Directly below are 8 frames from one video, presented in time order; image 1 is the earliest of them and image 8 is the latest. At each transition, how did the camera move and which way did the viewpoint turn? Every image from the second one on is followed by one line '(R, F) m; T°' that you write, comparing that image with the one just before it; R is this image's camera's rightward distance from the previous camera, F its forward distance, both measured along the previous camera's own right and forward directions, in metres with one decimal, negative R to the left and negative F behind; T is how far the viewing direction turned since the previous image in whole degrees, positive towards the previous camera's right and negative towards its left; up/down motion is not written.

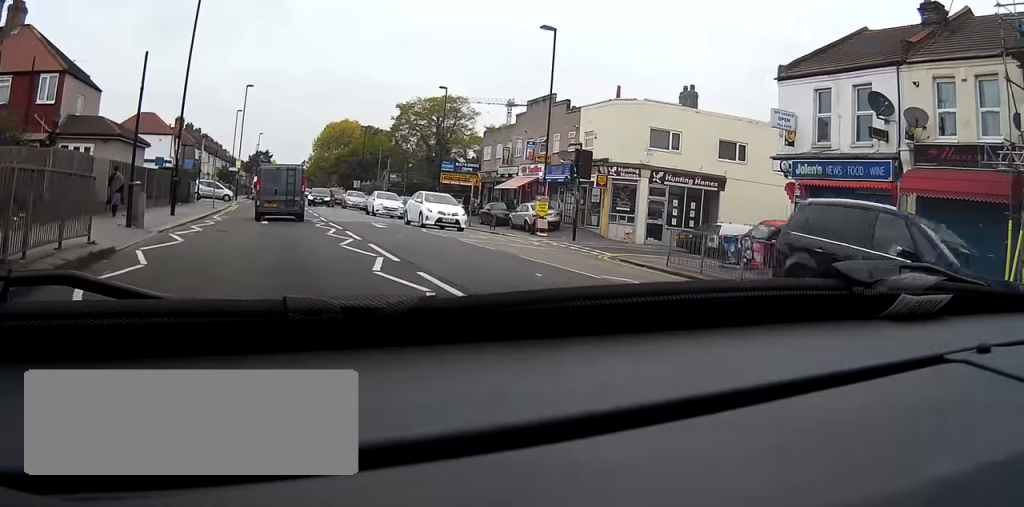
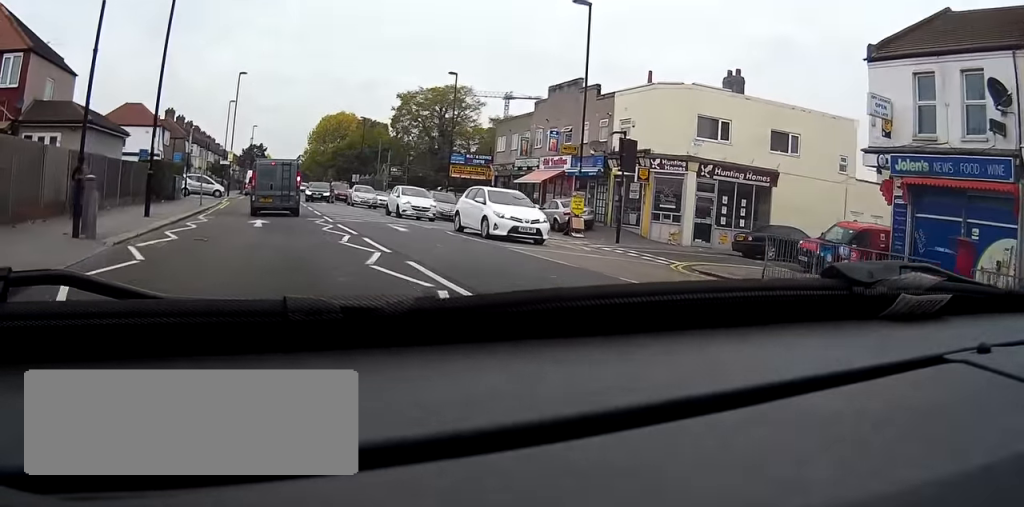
(+0.1, +4.7) m; +1°
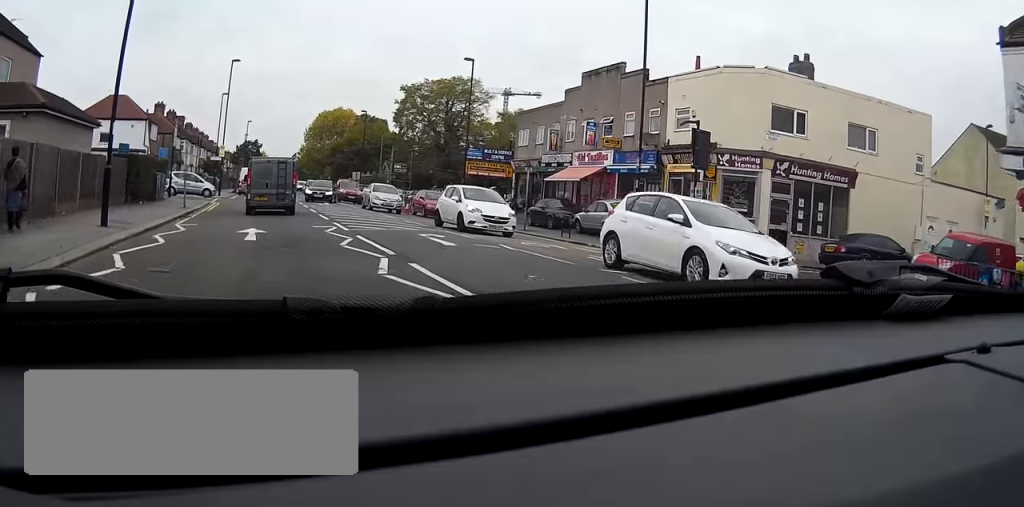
(+0.1, +5.6) m; +1°
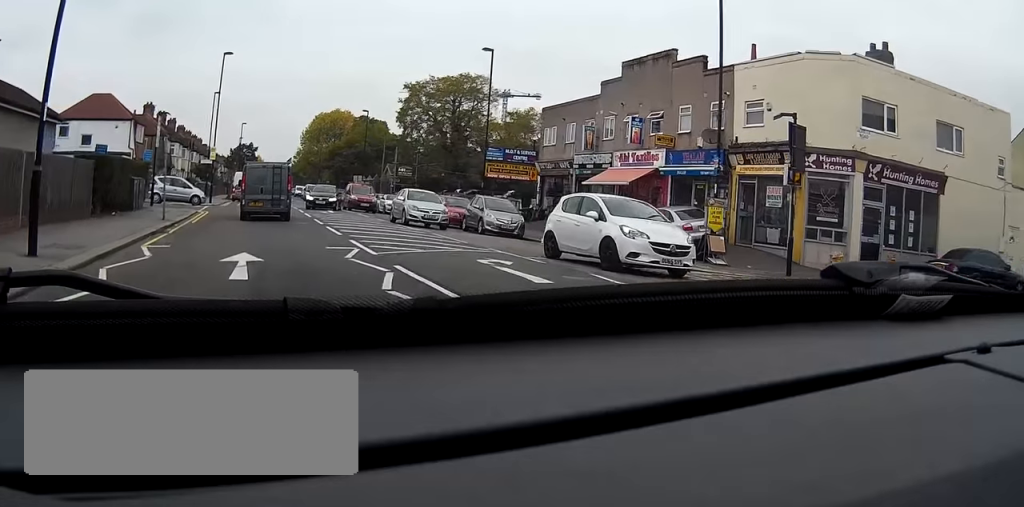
(+0.1, +5.3) m; 0°
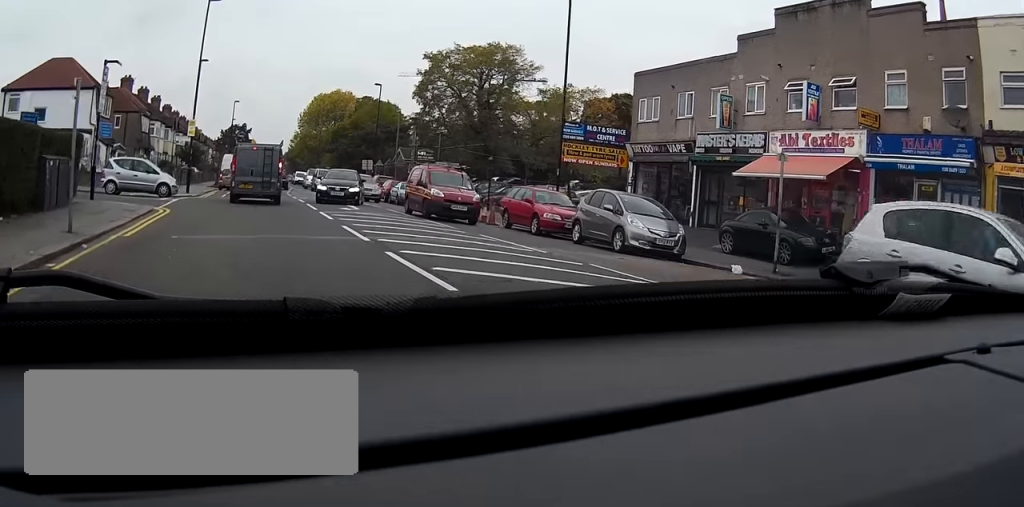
(-0.1, +12.2) m; 0°
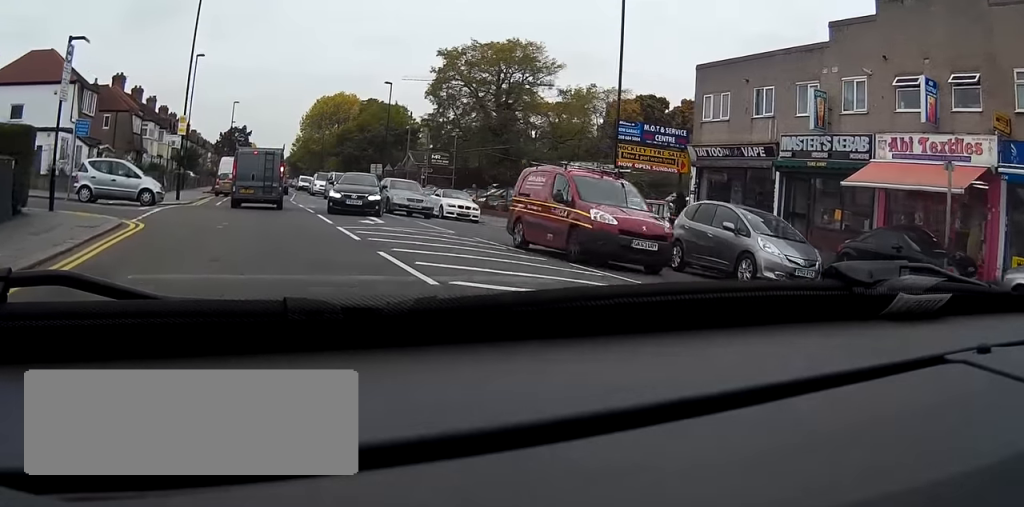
(0.0, +5.2) m; 0°
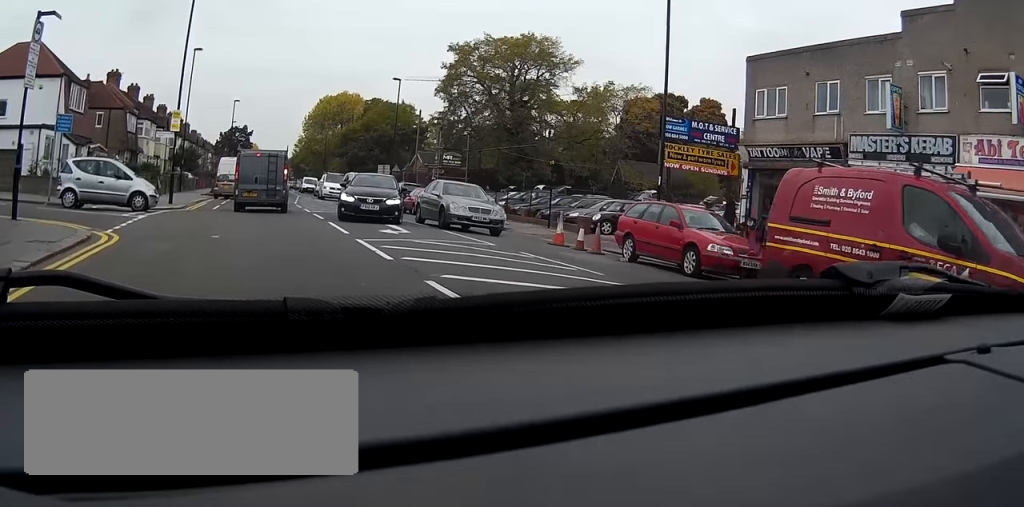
(0.0, +3.4) m; 0°
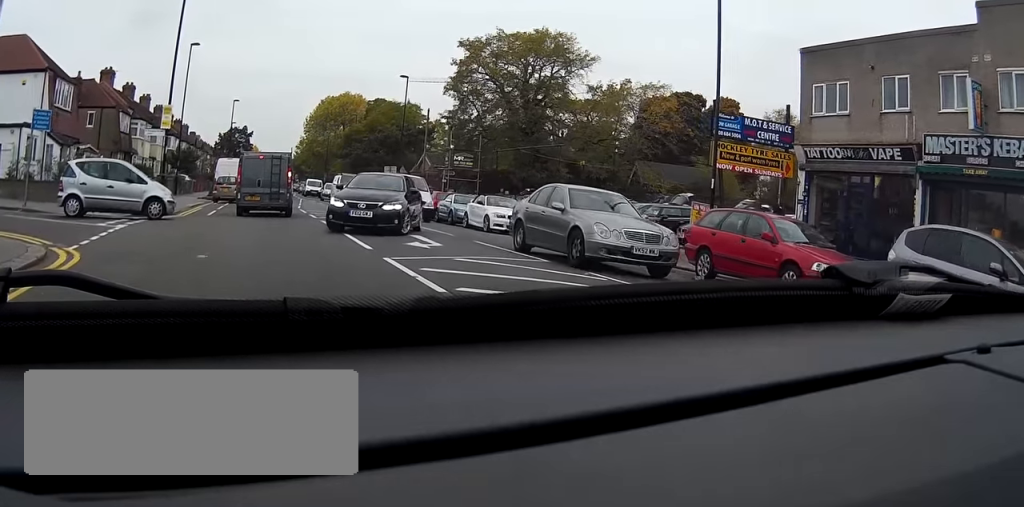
(0.0, +3.3) m; 0°
